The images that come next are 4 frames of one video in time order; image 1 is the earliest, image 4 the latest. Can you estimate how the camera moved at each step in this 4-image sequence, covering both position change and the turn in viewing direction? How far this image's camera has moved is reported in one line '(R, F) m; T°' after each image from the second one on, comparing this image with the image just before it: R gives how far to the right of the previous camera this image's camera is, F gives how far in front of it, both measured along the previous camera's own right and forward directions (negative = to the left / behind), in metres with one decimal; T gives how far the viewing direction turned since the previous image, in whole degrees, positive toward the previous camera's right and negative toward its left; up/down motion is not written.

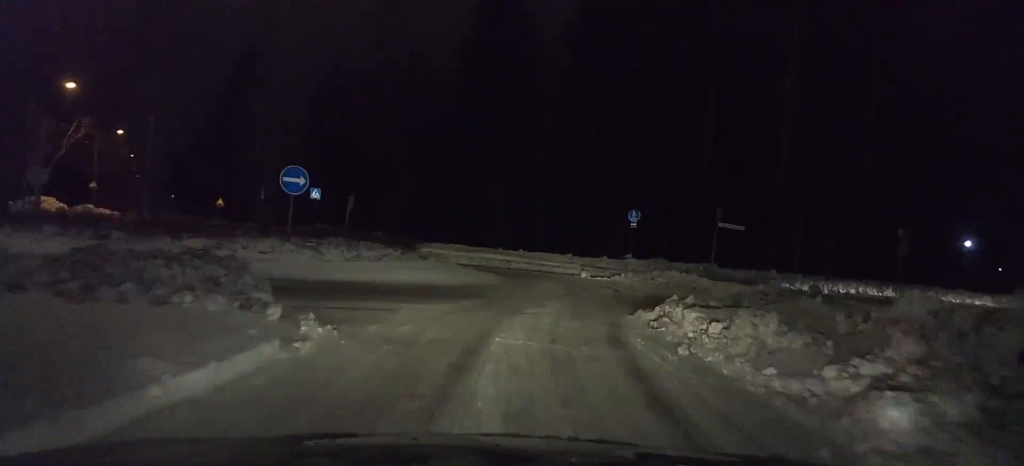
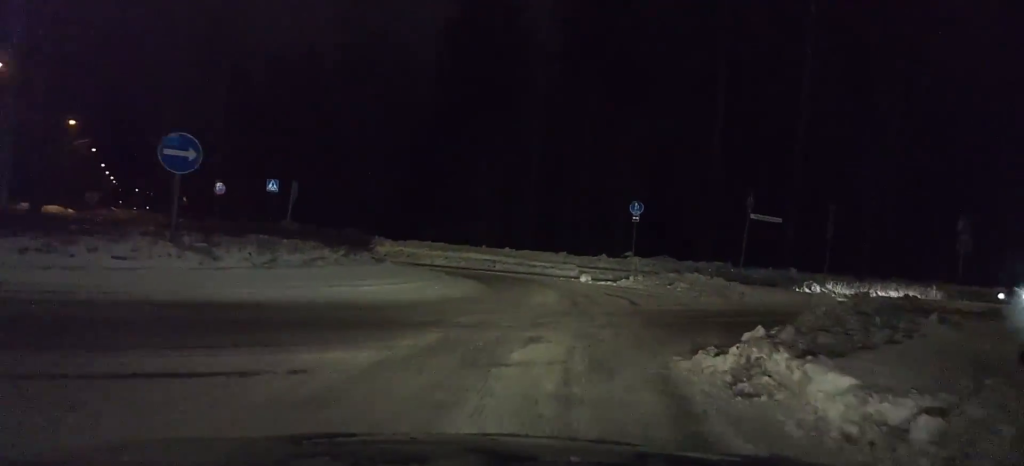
(-0.3, +5.3) m; 0°
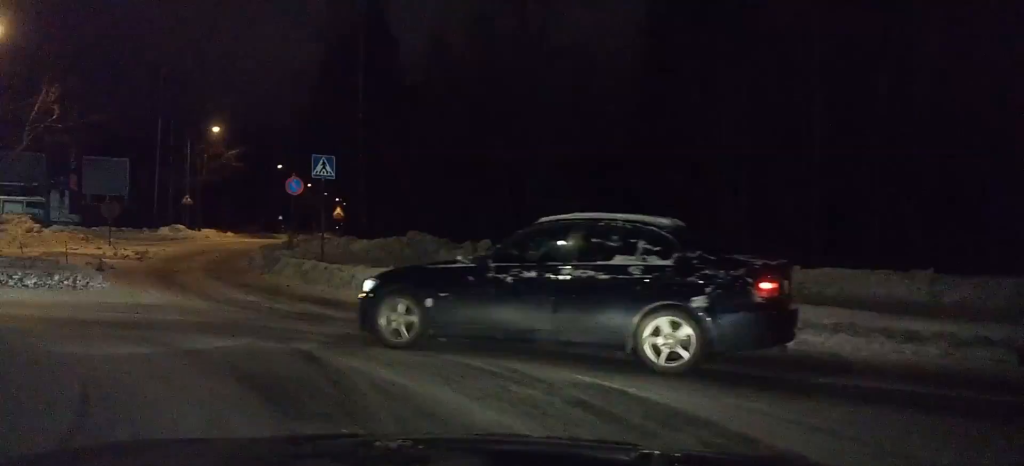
(+0.4, +22.3) m; -1°
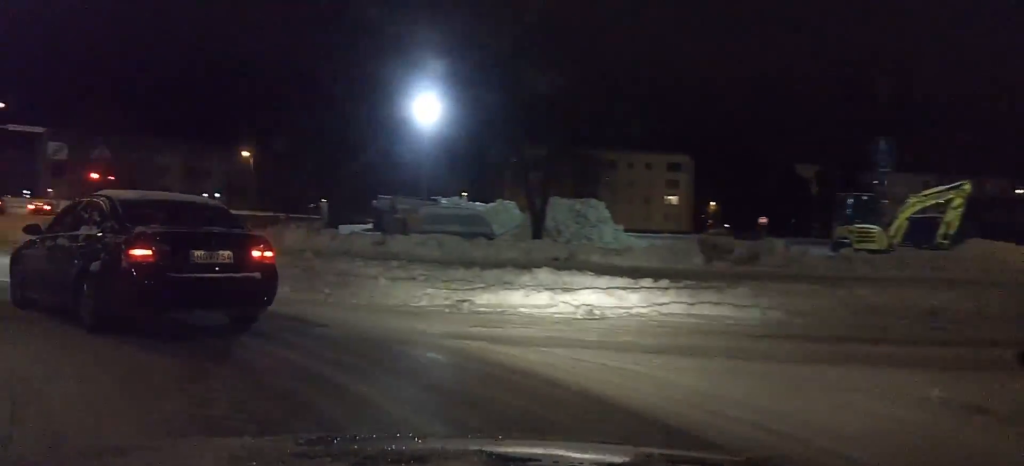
(-6.9, +14.8) m; -63°
